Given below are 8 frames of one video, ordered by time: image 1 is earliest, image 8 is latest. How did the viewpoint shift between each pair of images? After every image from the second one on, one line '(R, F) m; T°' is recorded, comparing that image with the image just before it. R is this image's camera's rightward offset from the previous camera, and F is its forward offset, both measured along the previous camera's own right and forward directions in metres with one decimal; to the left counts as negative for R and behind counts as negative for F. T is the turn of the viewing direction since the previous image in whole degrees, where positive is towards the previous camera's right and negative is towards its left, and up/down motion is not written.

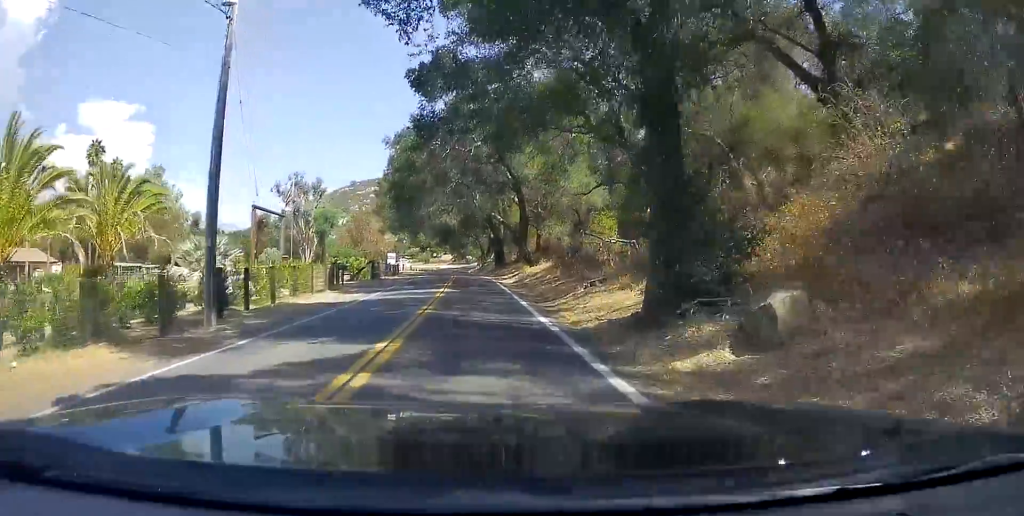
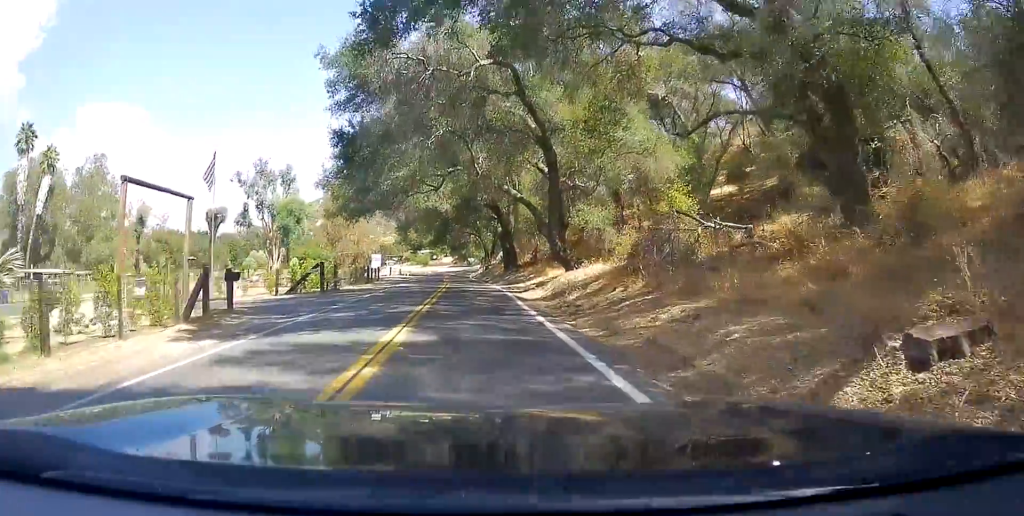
(-0.2, +17.4) m; -1°
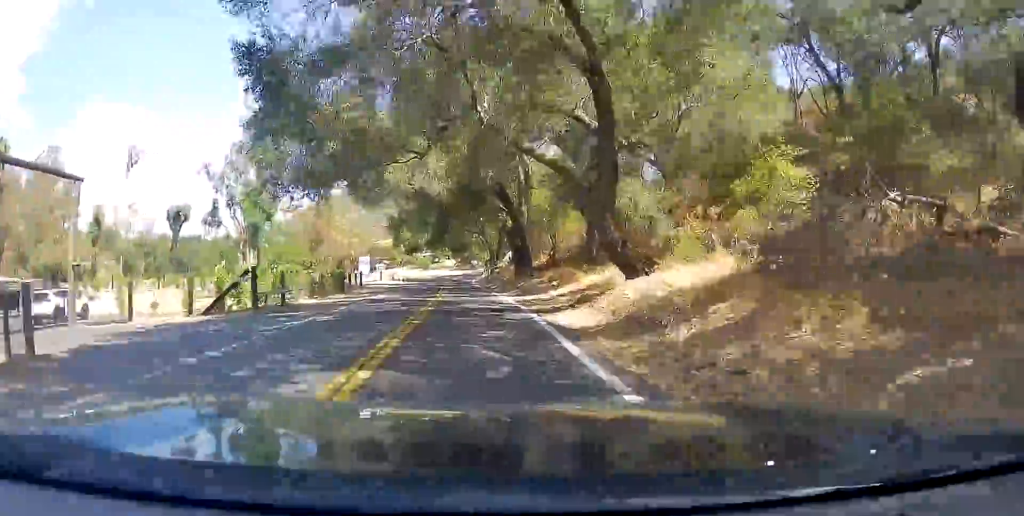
(0.0, +10.8) m; -1°
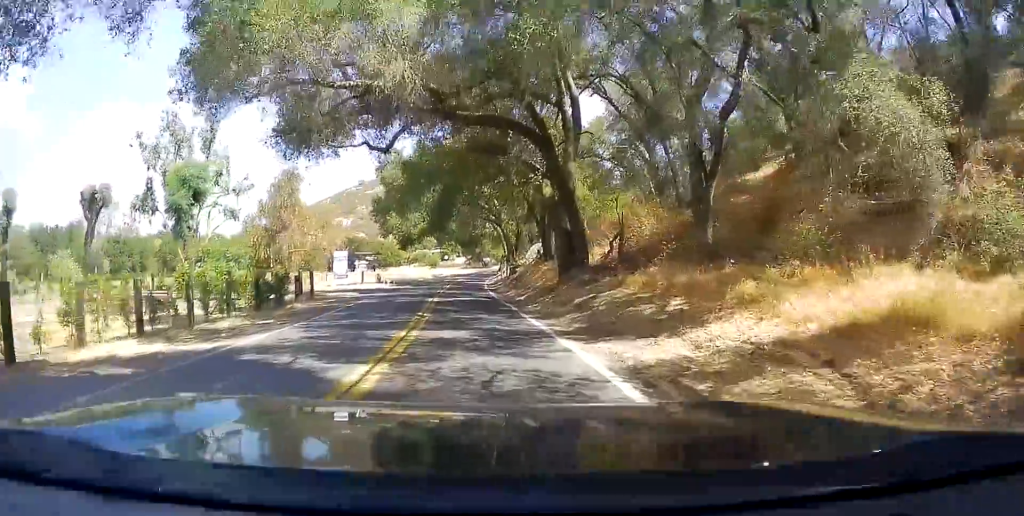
(-0.3, +17.4) m; -1°
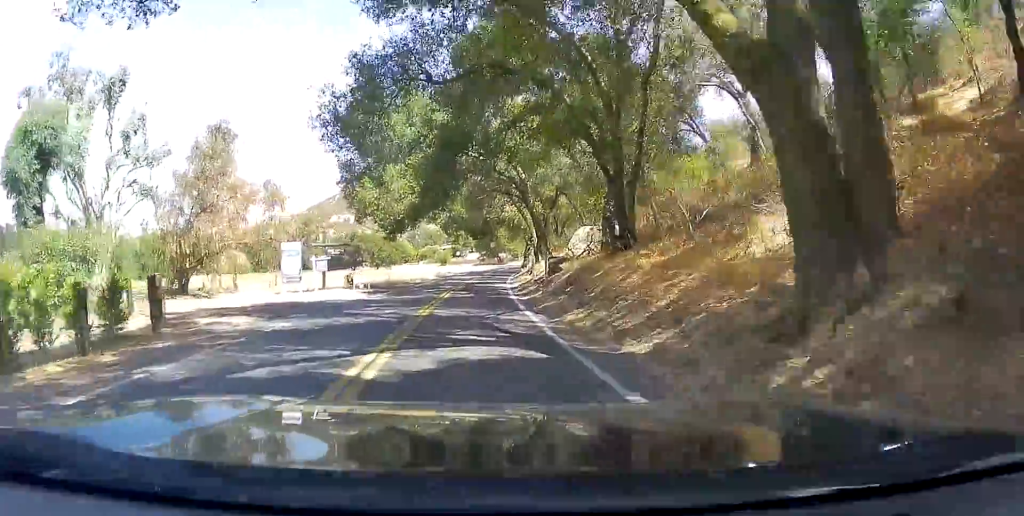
(+0.1, +17.1) m; 0°
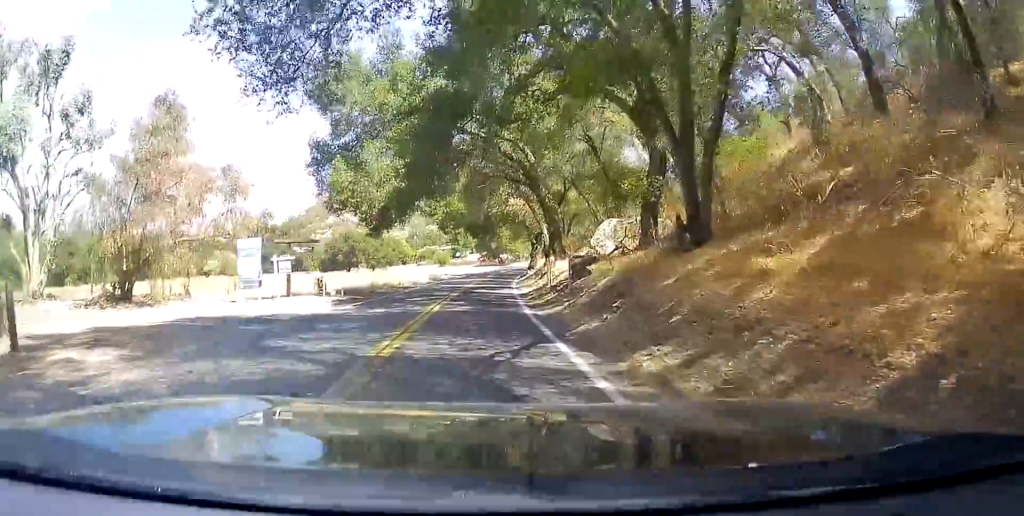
(+0.2, +6.6) m; 0°
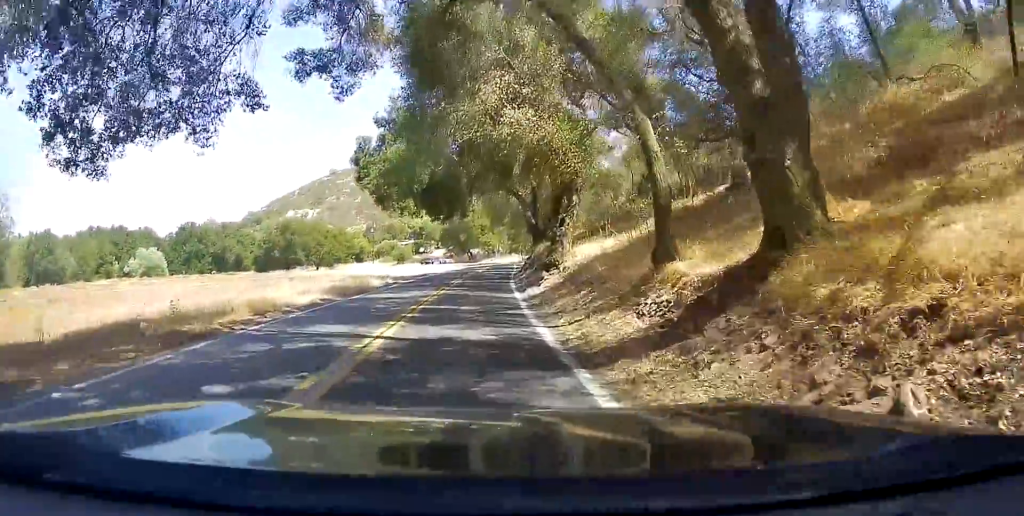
(-0.1, +26.2) m; 0°
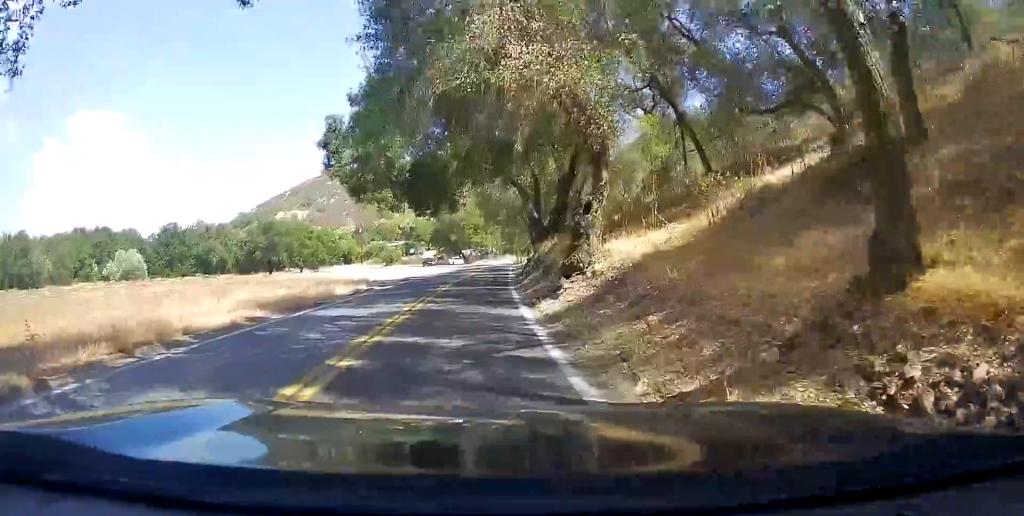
(-0.1, +6.7) m; 0°
